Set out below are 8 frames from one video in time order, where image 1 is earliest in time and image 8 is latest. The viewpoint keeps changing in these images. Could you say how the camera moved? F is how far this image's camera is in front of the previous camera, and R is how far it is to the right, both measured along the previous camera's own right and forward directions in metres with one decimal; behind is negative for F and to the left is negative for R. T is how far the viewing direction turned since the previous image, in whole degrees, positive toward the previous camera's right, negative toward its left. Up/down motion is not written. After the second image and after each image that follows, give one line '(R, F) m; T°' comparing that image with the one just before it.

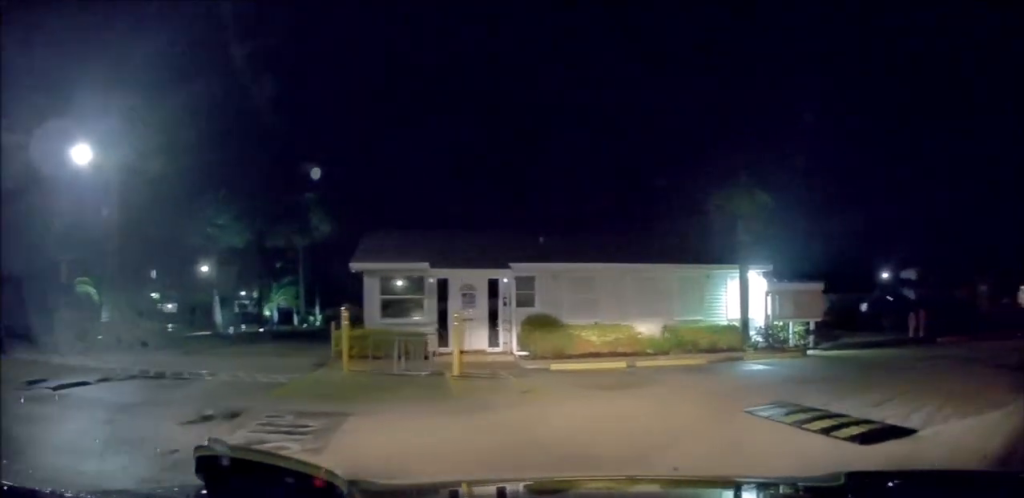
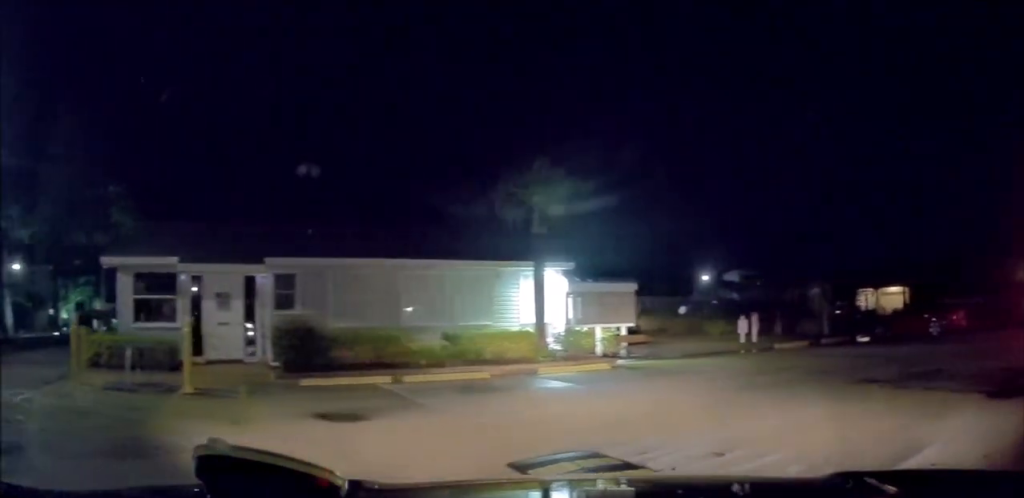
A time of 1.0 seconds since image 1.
(+0.2, +2.7) m; +13°
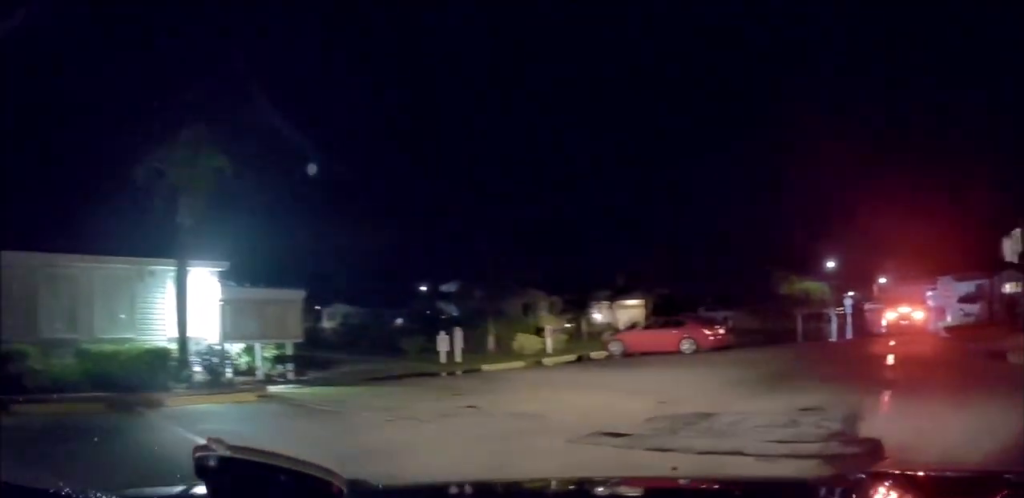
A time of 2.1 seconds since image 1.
(+0.5, +3.2) m; +22°
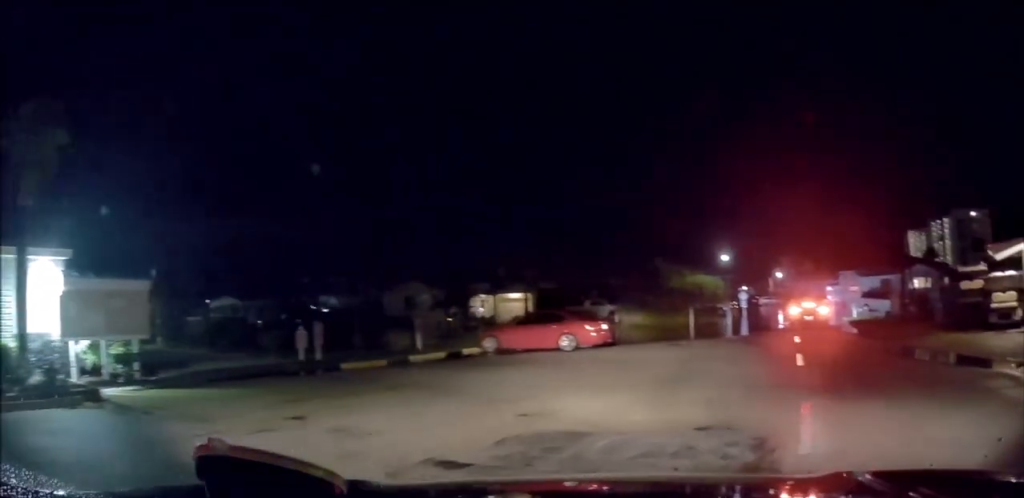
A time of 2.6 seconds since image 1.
(-0.1, +1.3) m; +10°
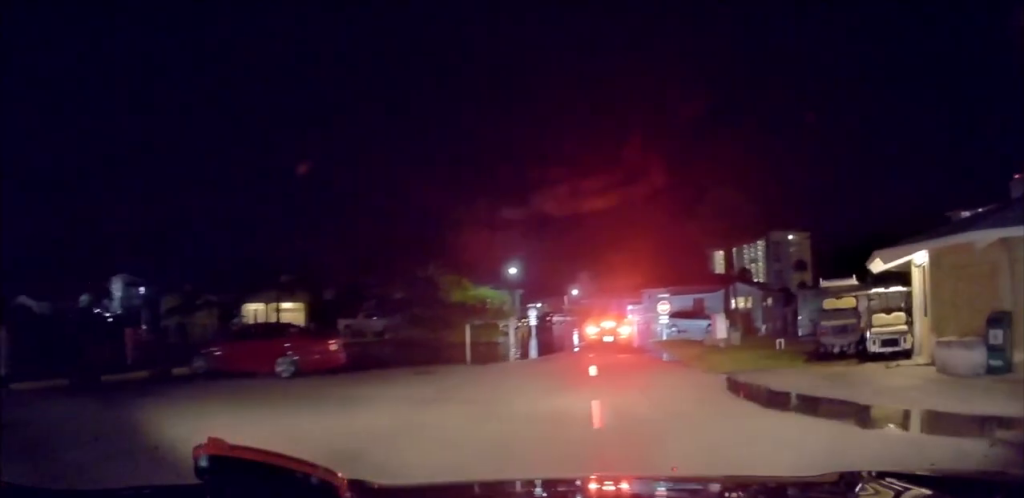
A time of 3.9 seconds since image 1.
(+1.7, +4.6) m; +29°
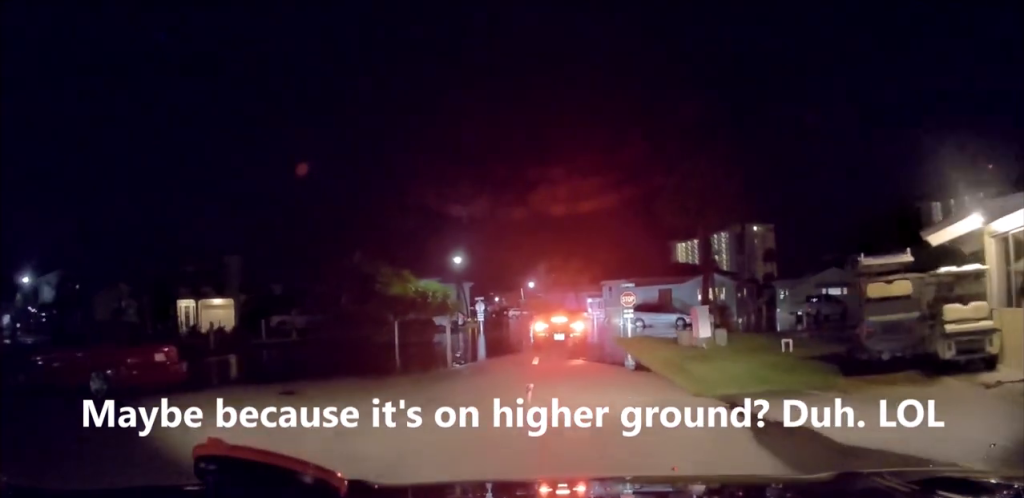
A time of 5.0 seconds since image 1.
(+0.7, +5.0) m; +11°
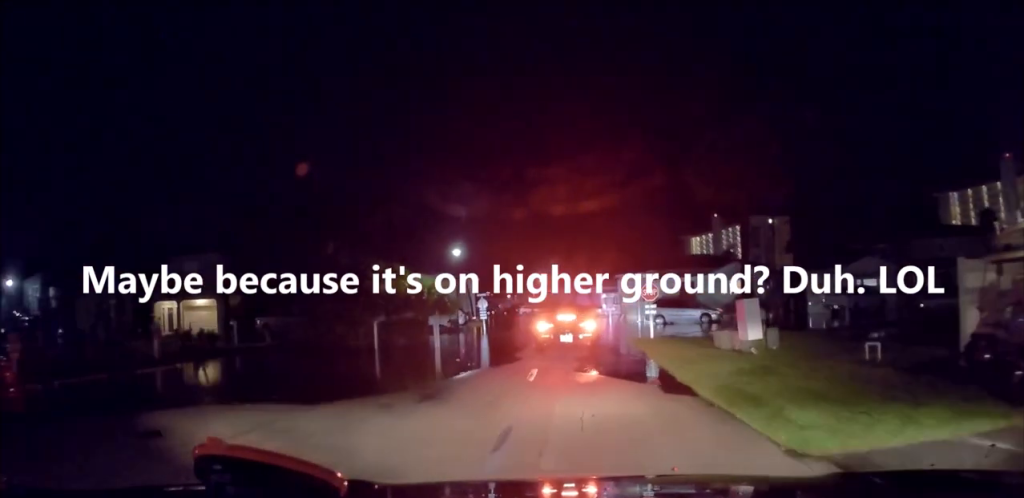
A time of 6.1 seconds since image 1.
(+0.2, +5.0) m; -1°
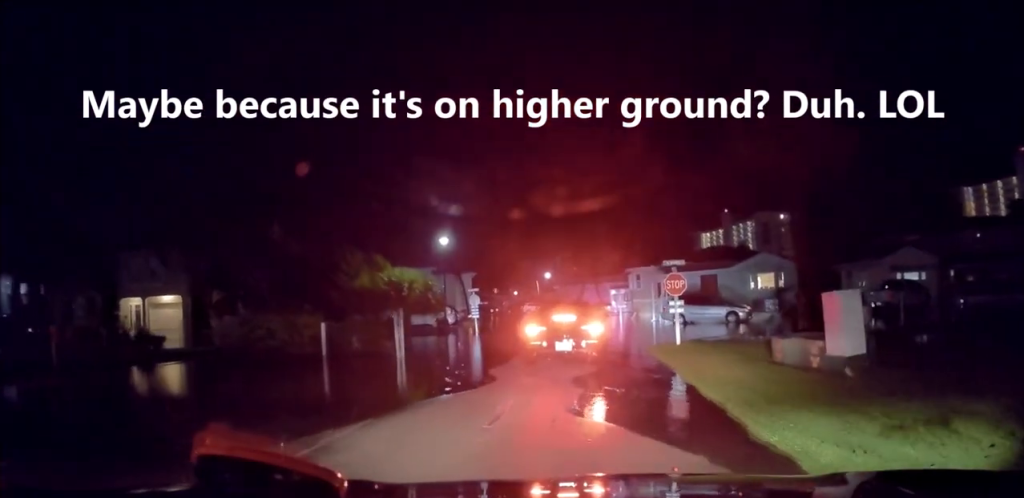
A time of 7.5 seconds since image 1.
(-0.5, +6.0) m; -3°
